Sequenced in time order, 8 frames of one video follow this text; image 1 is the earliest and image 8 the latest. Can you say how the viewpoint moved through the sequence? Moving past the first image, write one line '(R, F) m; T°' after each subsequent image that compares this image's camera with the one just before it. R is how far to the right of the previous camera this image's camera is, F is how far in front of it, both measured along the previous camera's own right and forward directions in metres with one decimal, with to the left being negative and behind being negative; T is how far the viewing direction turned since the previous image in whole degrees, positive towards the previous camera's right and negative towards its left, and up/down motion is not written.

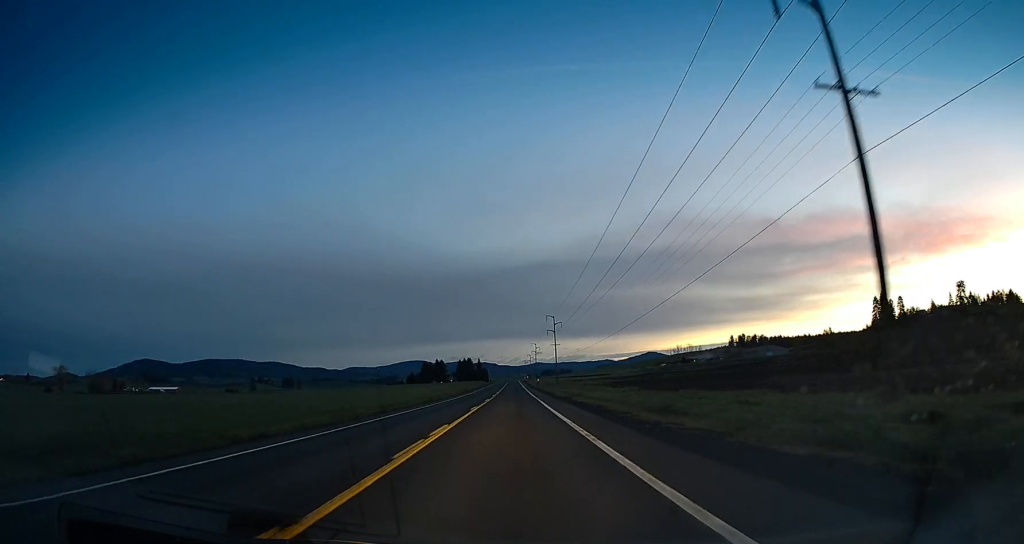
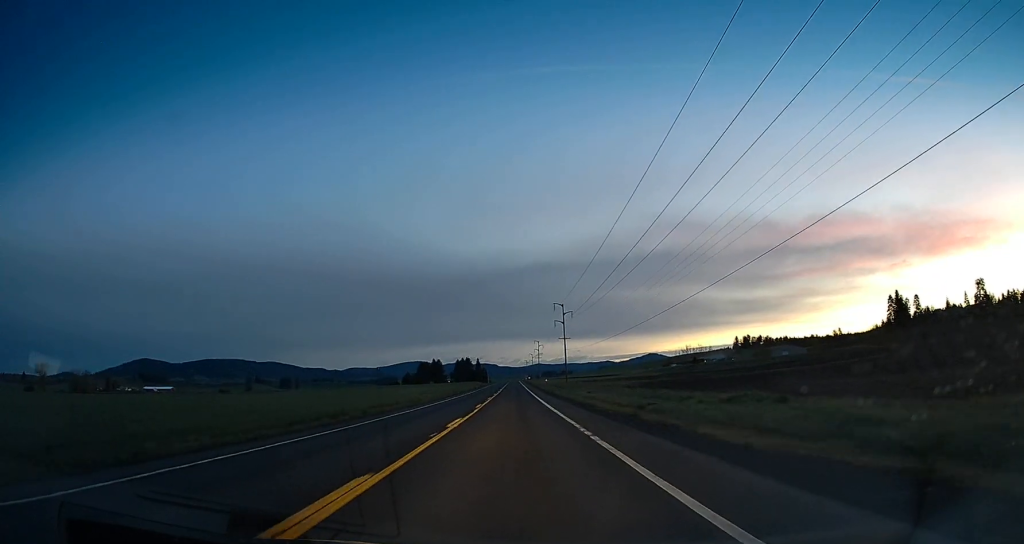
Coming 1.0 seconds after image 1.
(-0.4, +26.6) m; 0°
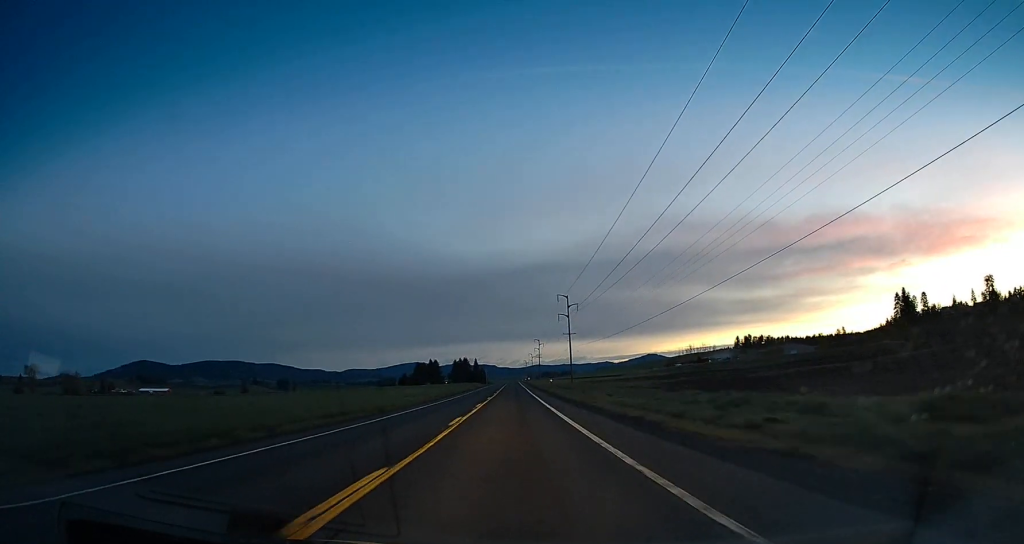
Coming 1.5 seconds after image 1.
(+0.1, +14.3) m; 0°
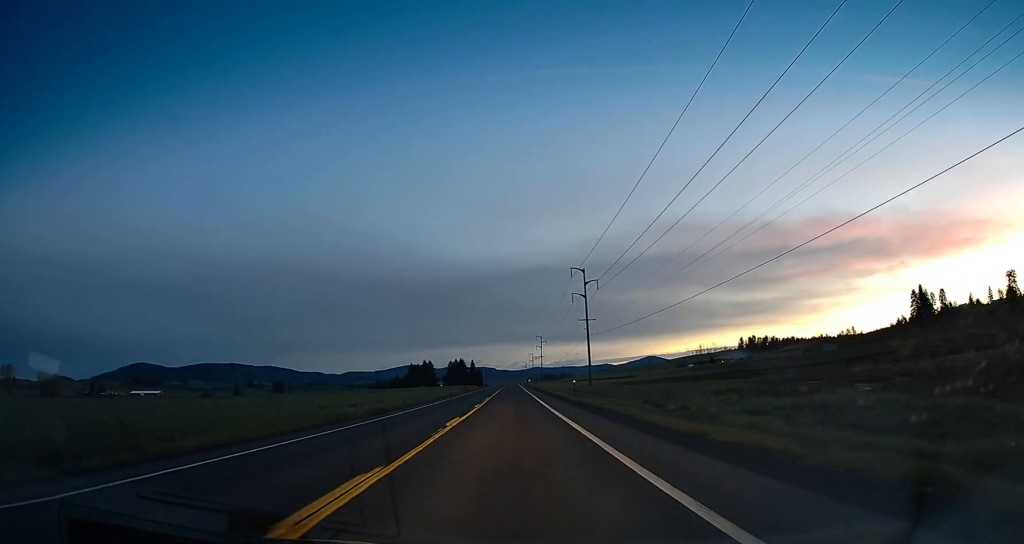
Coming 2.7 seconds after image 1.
(+0.2, +30.2) m; 0°
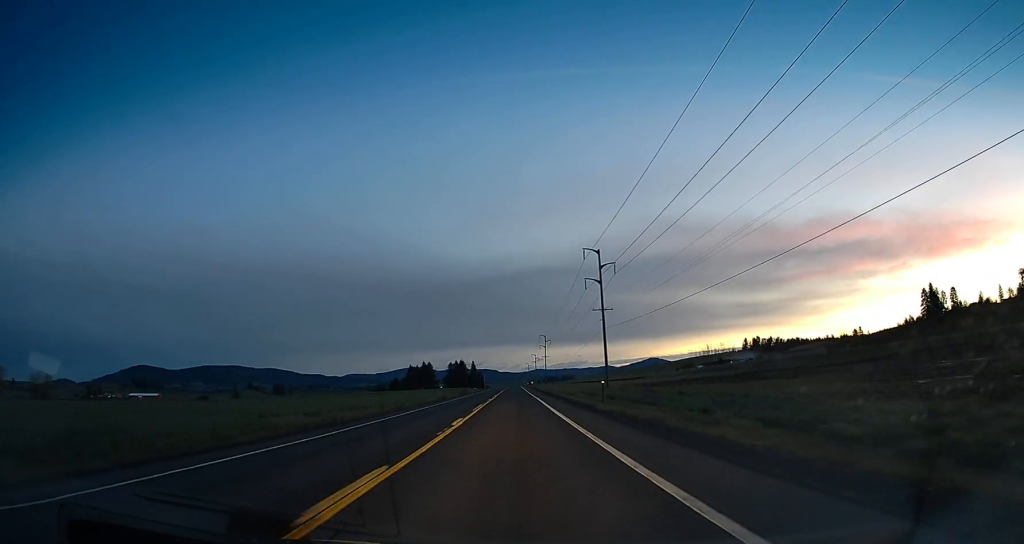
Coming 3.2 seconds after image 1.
(-0.1, +14.2) m; 0°
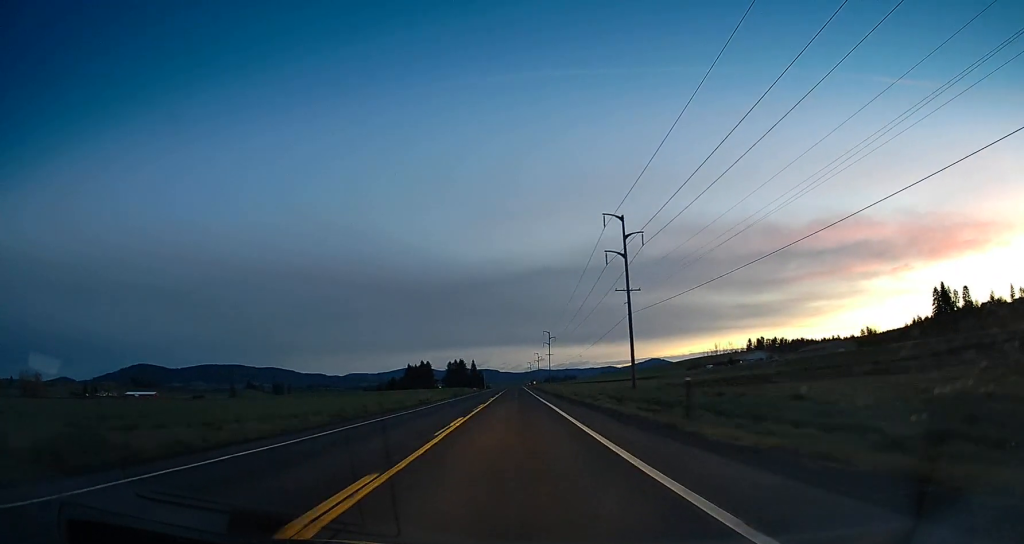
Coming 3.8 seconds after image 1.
(+0.1, +16.0) m; 0°
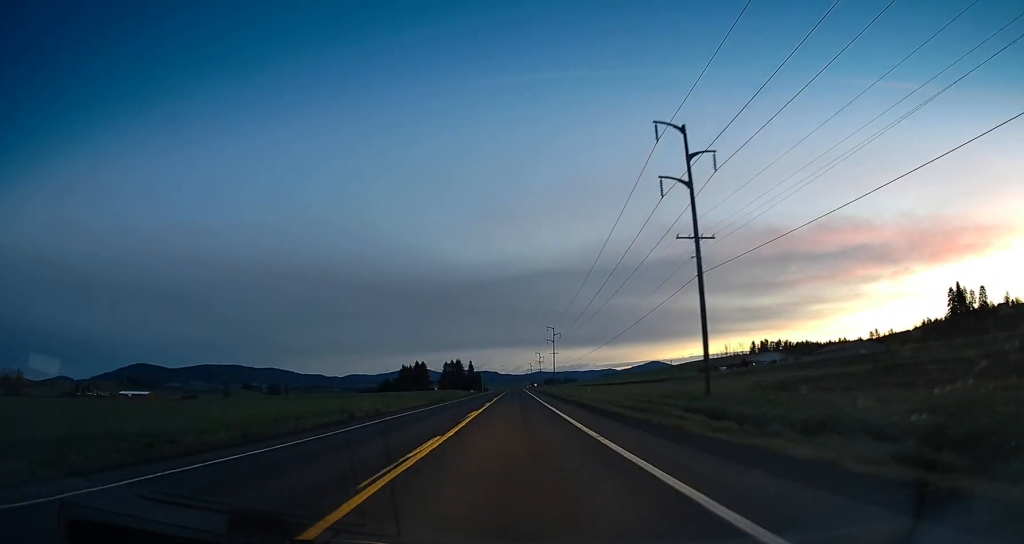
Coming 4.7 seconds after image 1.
(+0.1, +23.1) m; 0°
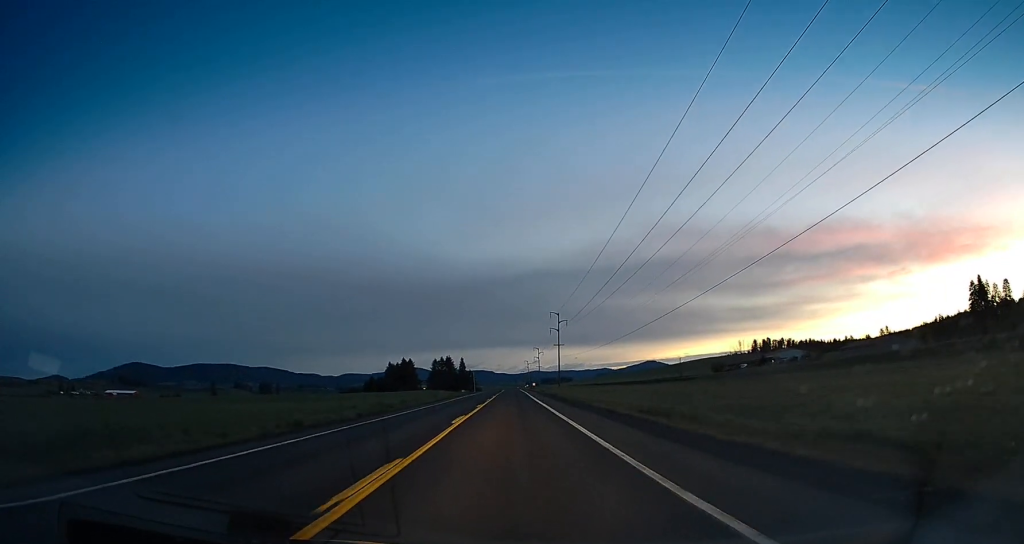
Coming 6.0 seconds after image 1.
(-0.6, +35.4) m; -1°
